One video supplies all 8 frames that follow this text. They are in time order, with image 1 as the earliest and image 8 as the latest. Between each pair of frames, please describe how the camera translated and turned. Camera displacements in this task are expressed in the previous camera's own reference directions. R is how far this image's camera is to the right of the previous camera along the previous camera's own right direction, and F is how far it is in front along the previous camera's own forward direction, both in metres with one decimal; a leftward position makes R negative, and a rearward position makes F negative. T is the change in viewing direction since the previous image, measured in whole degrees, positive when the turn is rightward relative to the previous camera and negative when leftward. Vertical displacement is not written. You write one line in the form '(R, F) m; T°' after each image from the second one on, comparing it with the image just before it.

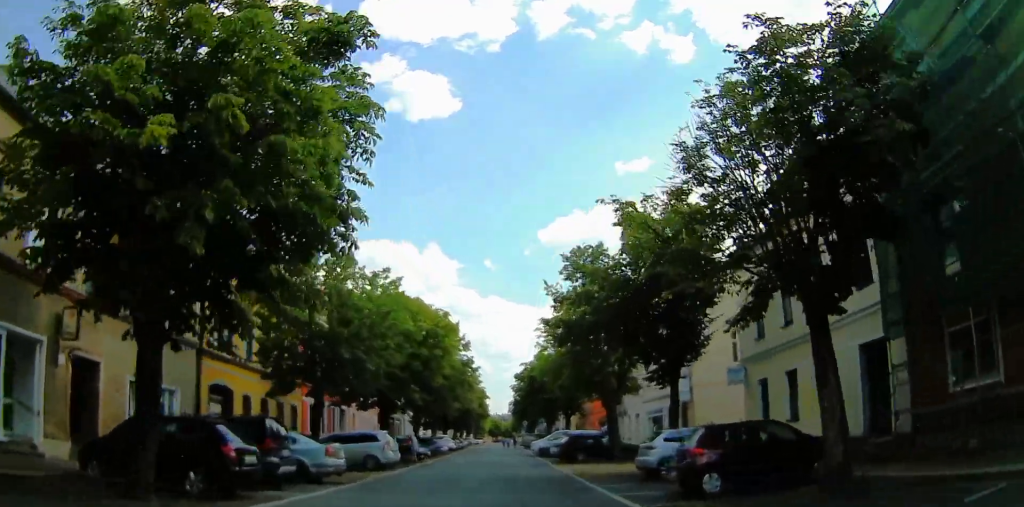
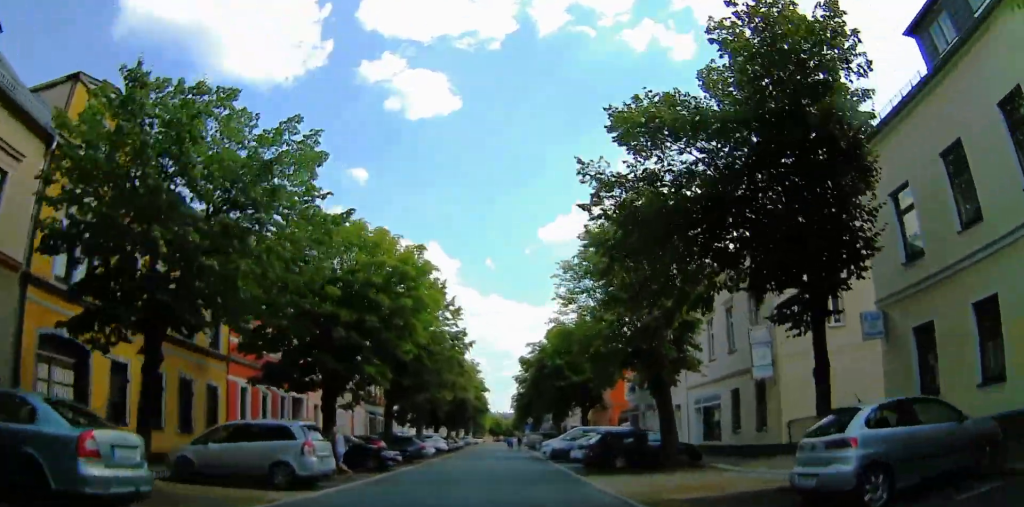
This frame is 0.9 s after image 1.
(0.0, +8.7) m; +1°
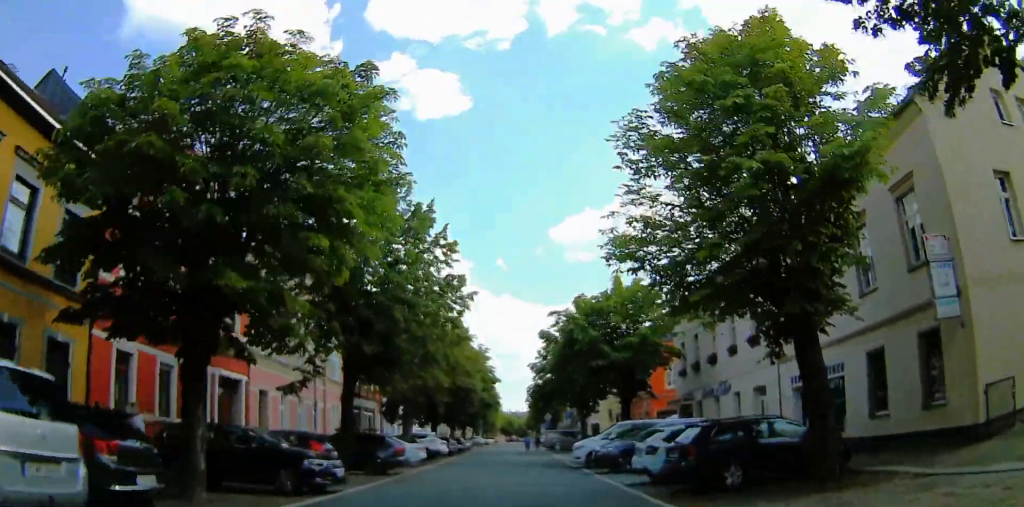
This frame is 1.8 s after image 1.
(+0.1, +9.1) m; +1°
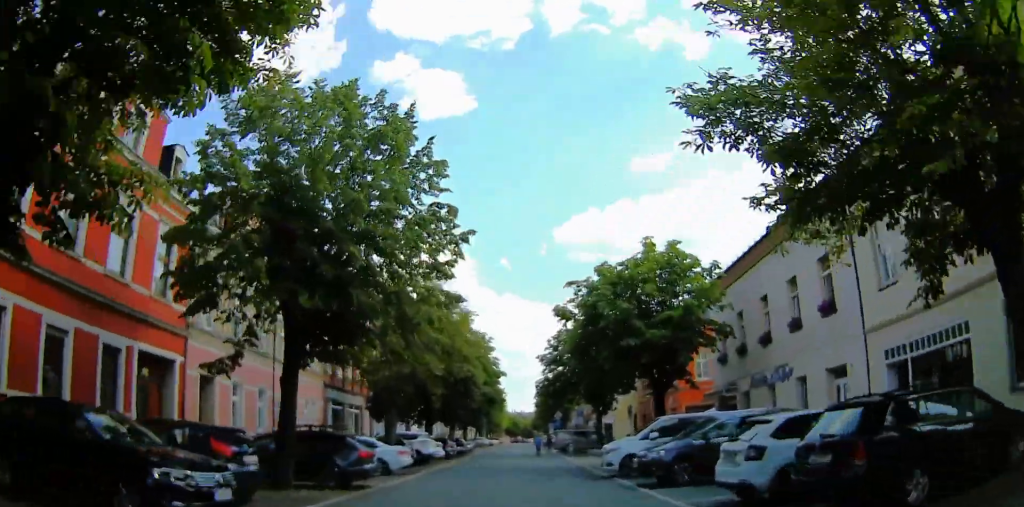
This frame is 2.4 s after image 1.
(+0.1, +5.4) m; +1°
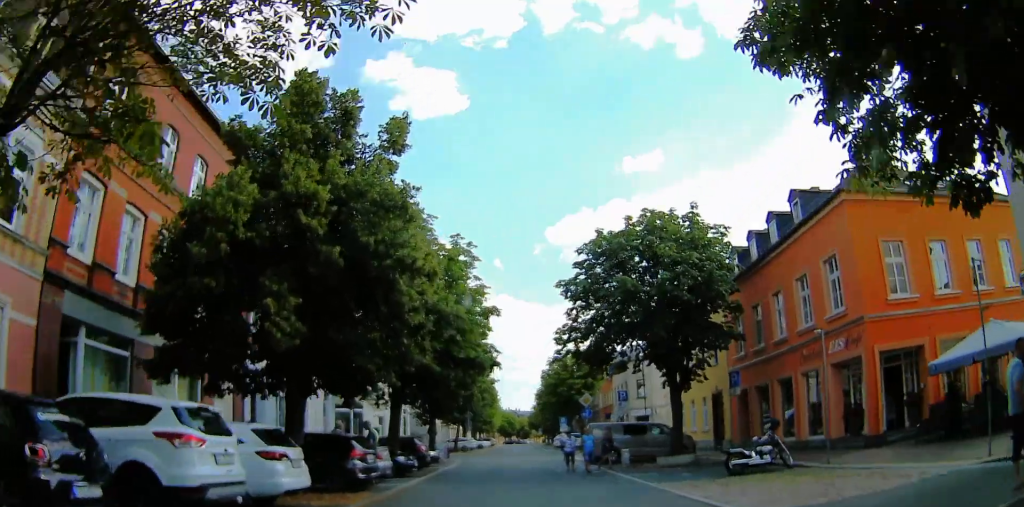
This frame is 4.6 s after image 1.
(-0.3, +20.0) m; -2°
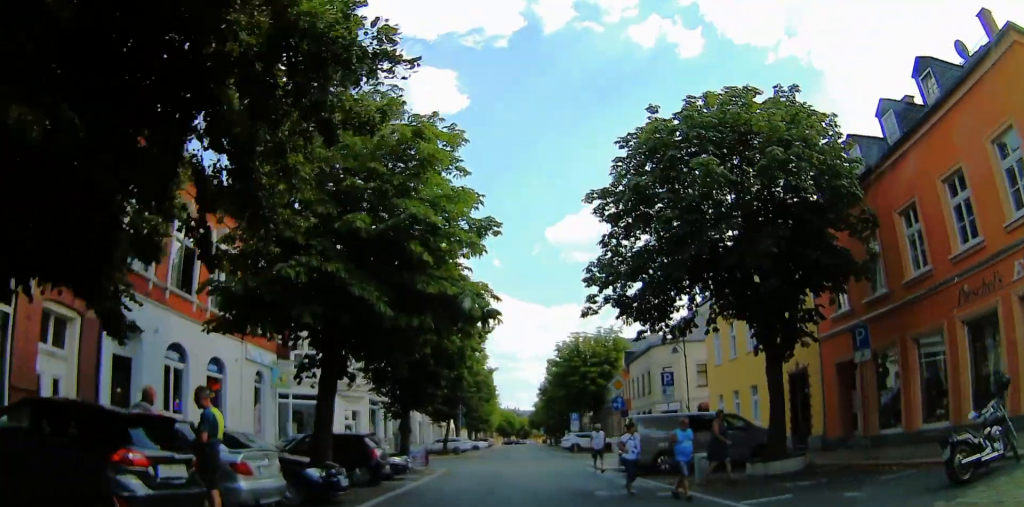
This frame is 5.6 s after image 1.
(0.0, +8.0) m; 0°
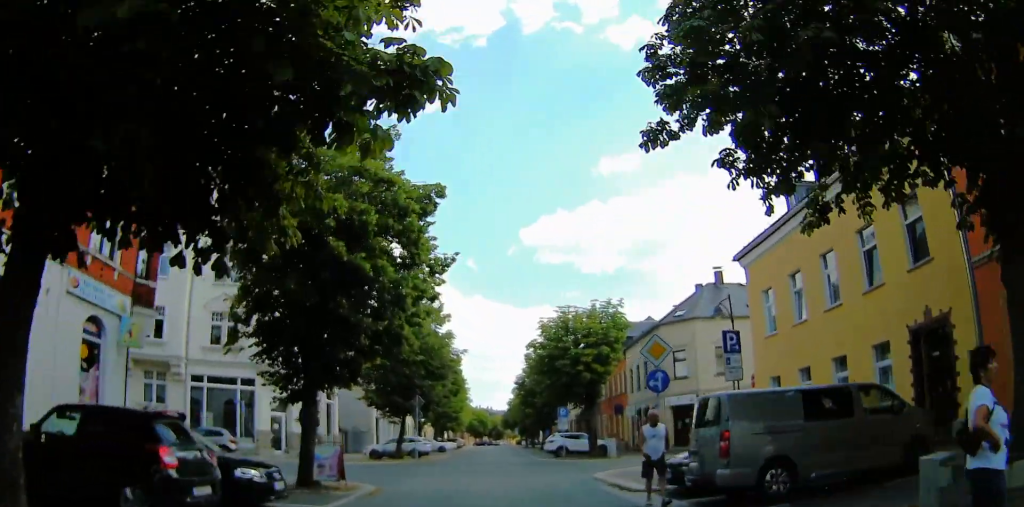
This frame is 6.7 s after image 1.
(0.0, +8.7) m; 0°
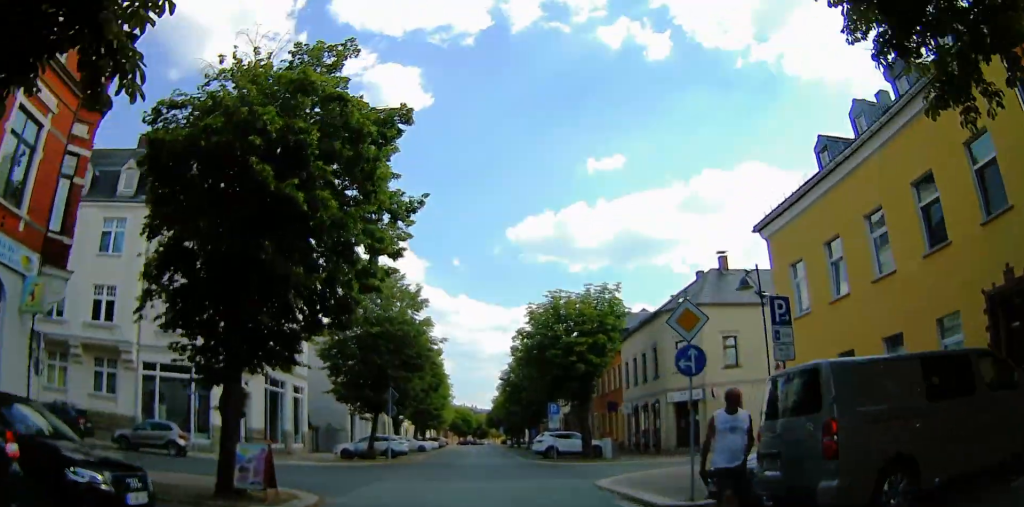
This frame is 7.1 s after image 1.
(0.0, +3.3) m; 0°
